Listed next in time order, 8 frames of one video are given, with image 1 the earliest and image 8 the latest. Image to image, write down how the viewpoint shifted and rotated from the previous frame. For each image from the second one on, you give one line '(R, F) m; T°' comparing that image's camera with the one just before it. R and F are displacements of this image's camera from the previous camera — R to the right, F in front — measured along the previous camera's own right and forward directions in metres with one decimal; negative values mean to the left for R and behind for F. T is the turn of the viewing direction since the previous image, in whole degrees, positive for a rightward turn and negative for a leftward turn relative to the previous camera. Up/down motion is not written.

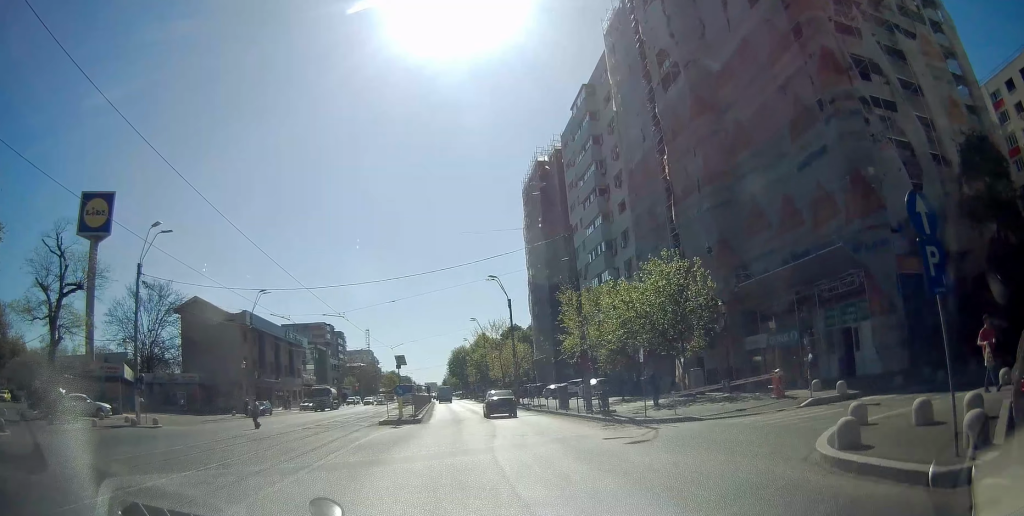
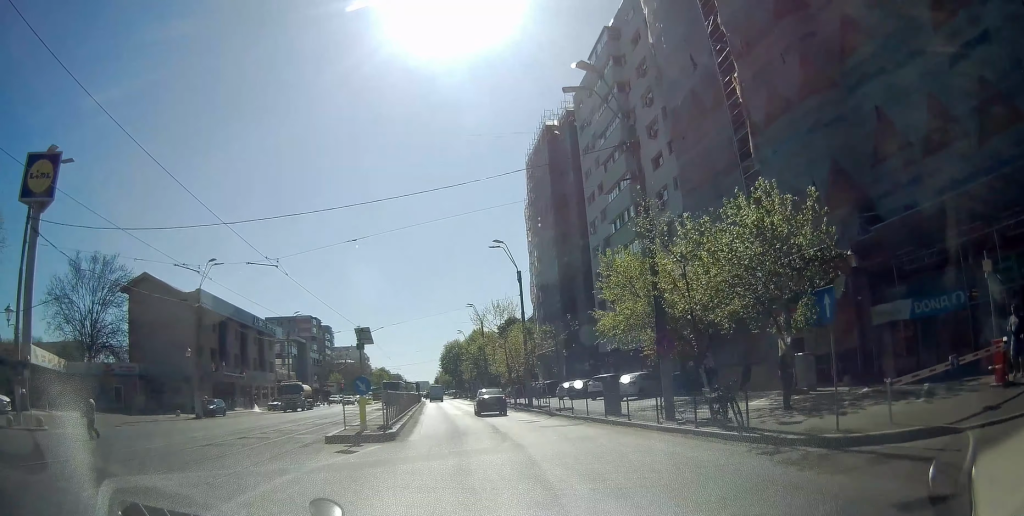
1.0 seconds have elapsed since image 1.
(-0.3, +11.4) m; -1°
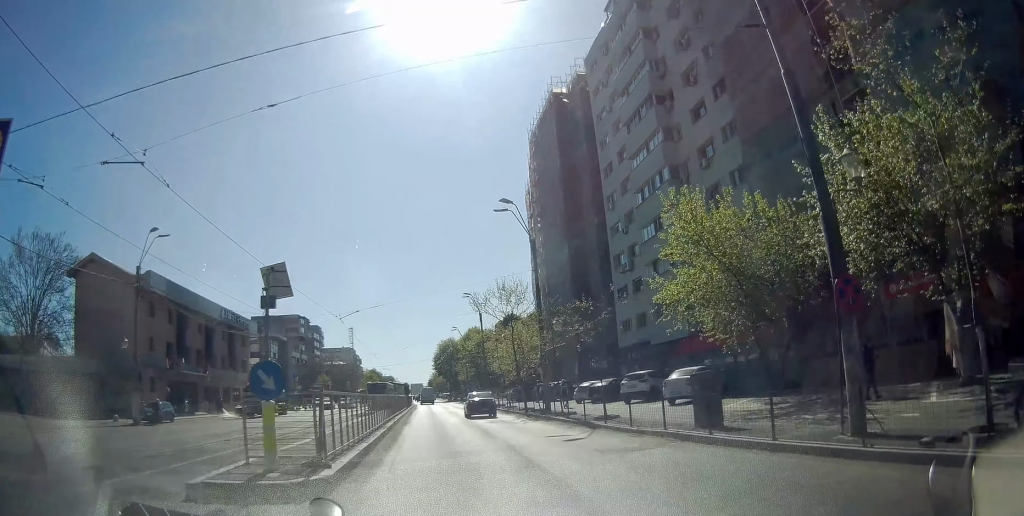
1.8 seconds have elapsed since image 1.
(0.0, +9.3) m; 0°
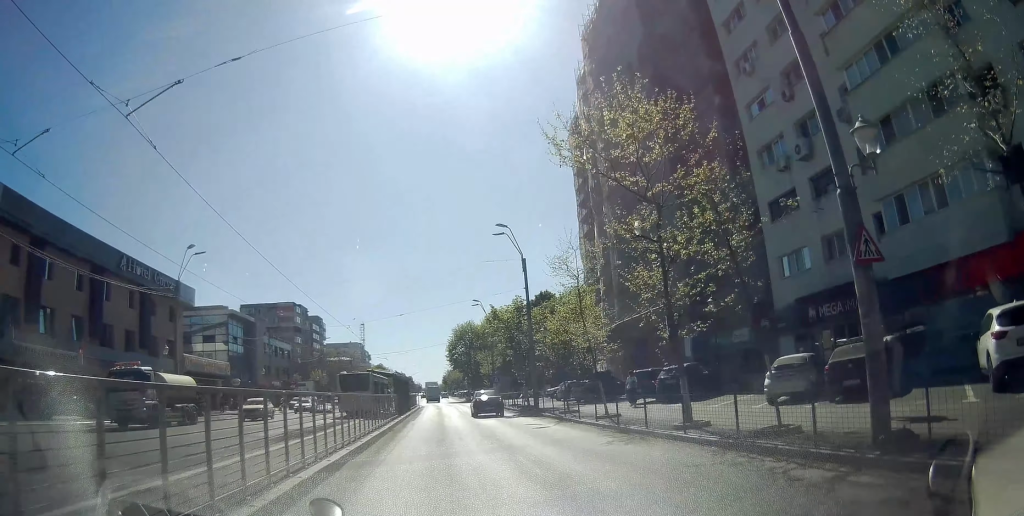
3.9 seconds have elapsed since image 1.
(-0.4, +24.3) m; -1°
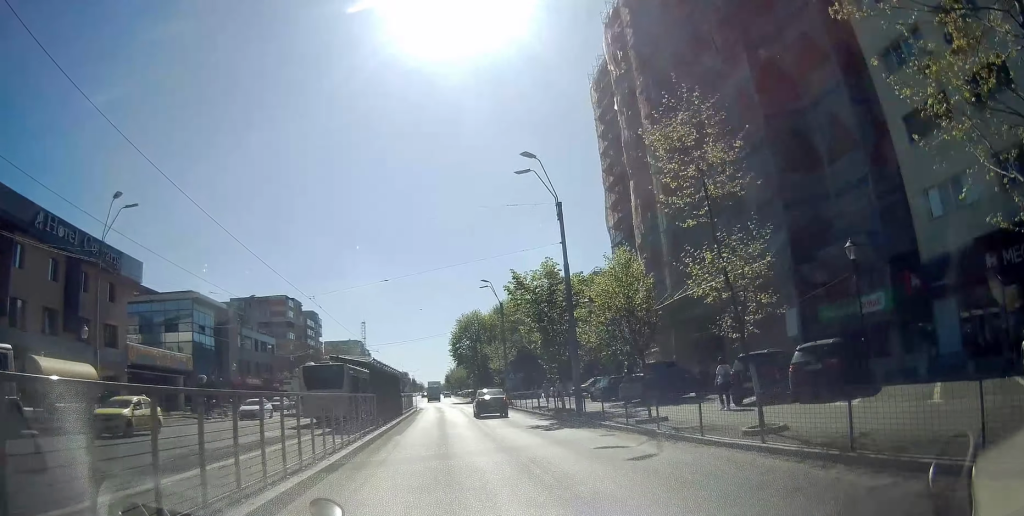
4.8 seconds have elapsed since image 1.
(+0.2, +11.3) m; 0°
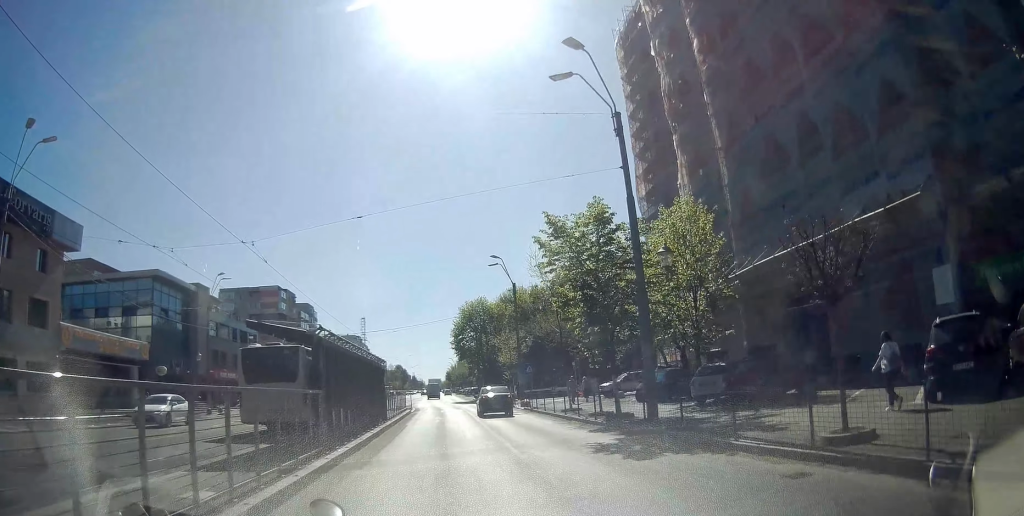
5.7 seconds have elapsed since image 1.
(-0.2, +9.5) m; -1°
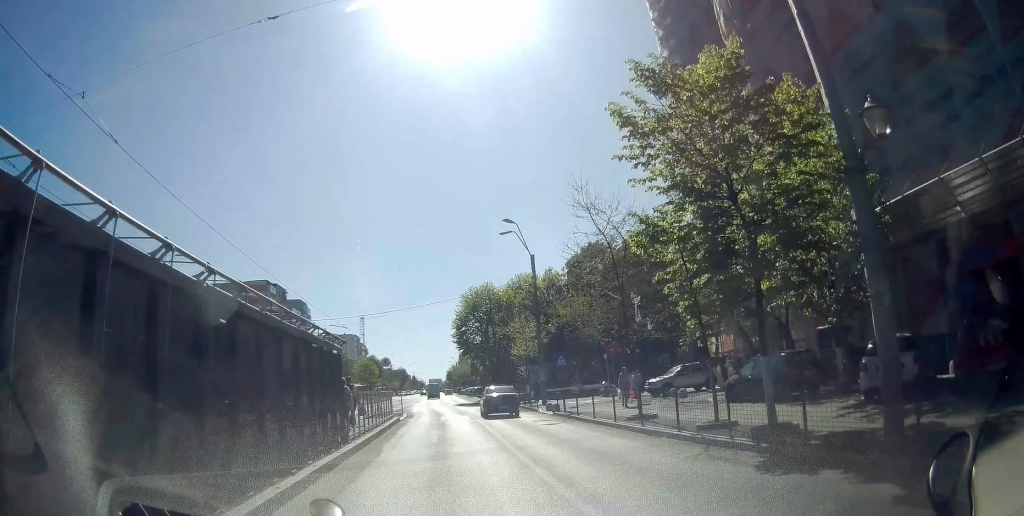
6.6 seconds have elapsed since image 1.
(+0.1, +10.5) m; 0°
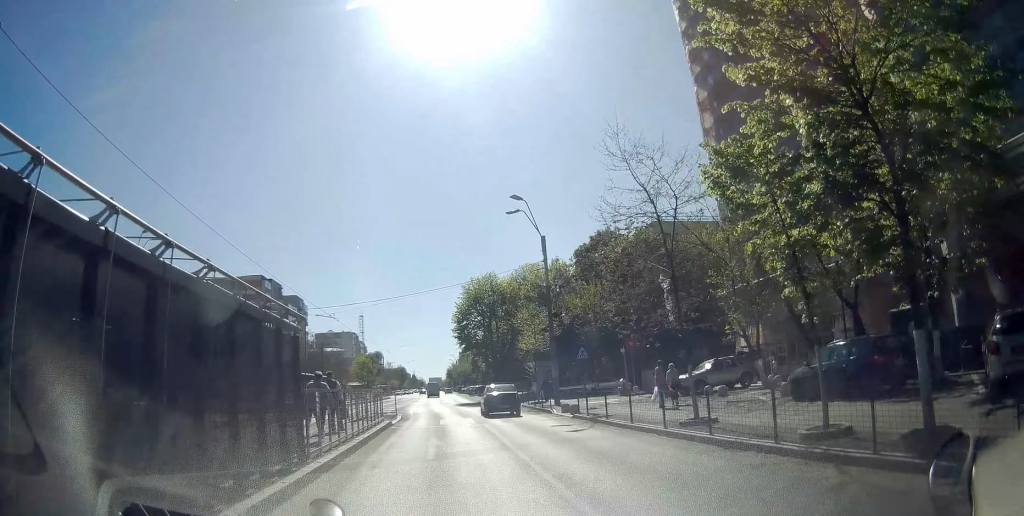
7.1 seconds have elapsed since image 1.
(-0.1, +4.3) m; 0°
